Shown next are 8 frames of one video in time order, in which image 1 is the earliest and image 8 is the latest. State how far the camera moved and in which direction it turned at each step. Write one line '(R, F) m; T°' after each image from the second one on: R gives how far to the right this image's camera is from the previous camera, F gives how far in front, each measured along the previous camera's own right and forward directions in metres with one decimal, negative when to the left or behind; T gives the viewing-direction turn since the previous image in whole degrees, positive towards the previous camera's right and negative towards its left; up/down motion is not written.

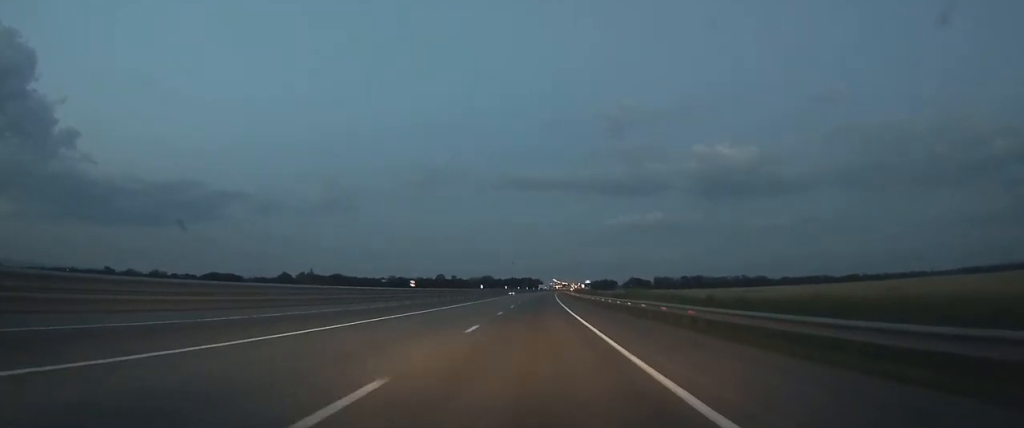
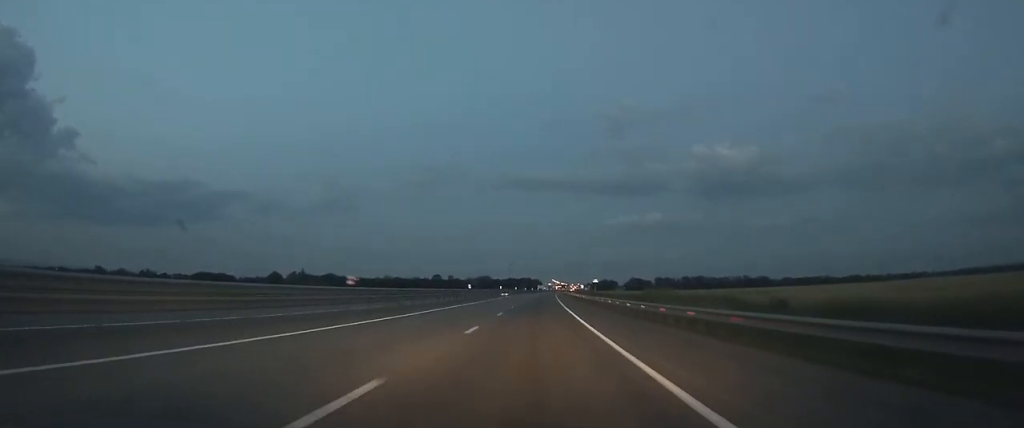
(0.0, +12.0) m; 0°
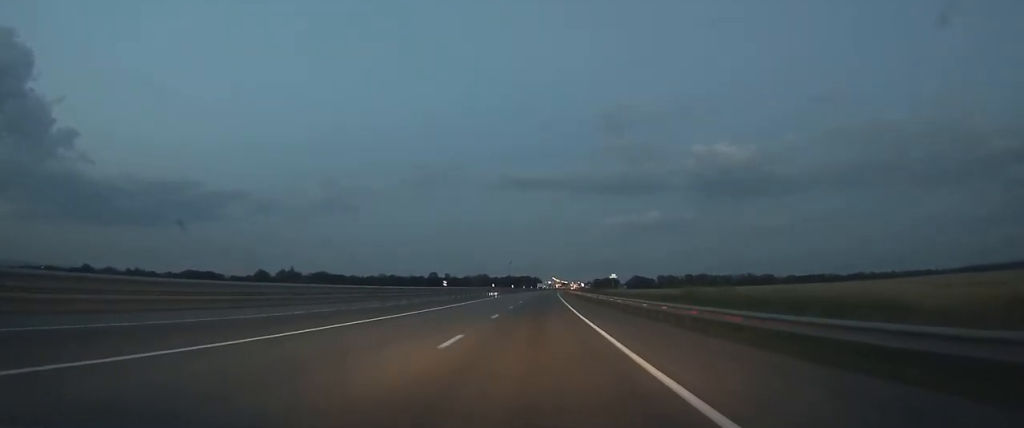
(0.0, +16.3) m; 0°
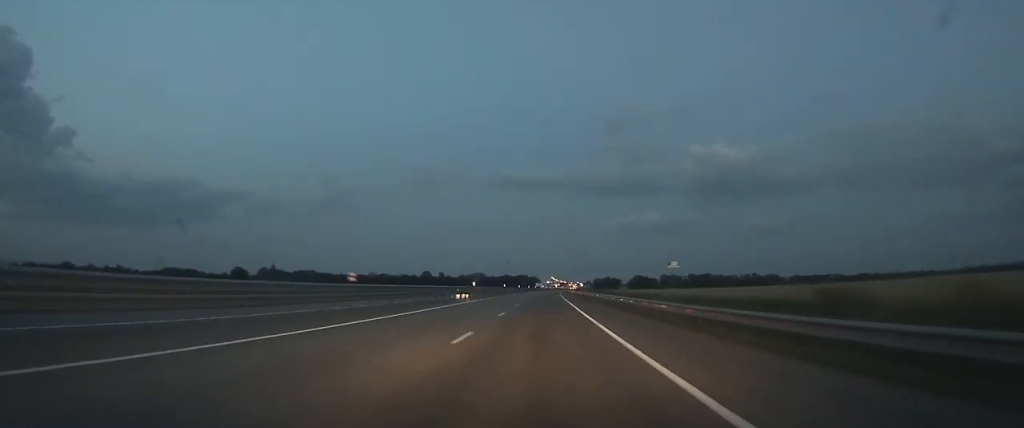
(+0.1, +23.2) m; 0°
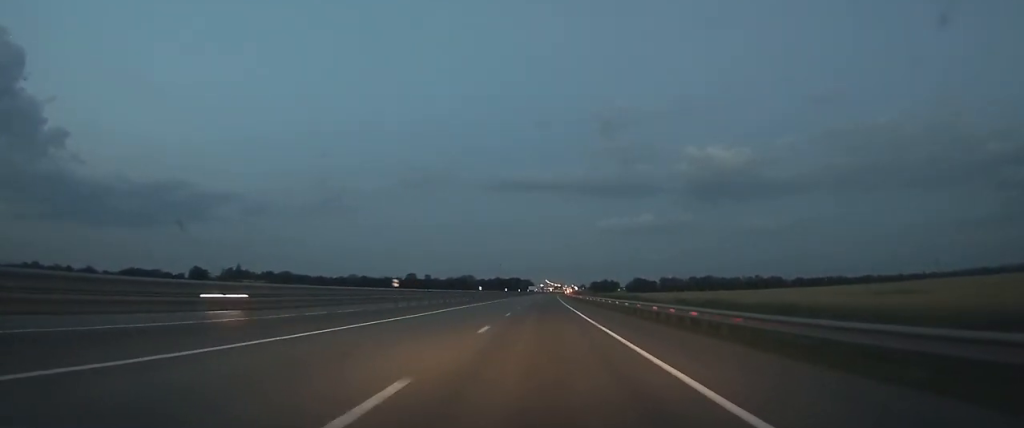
(-0.1, +32.0) m; 0°
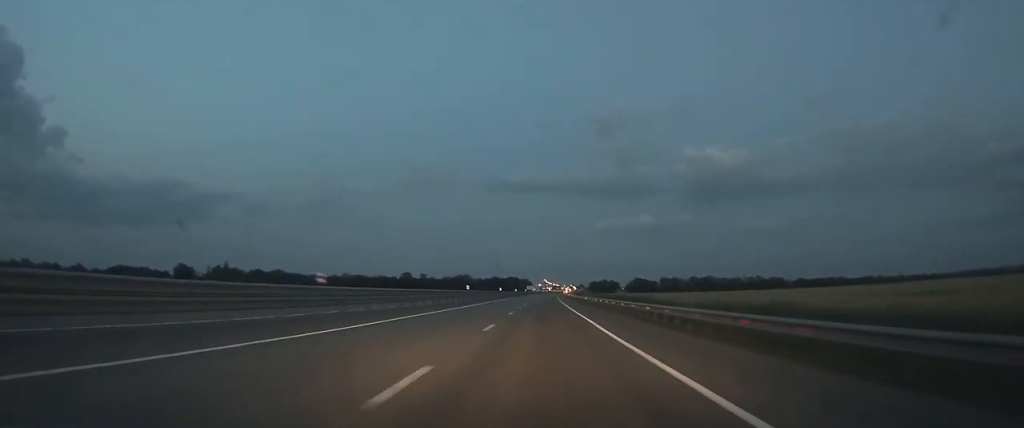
(0.0, +10.4) m; 0°
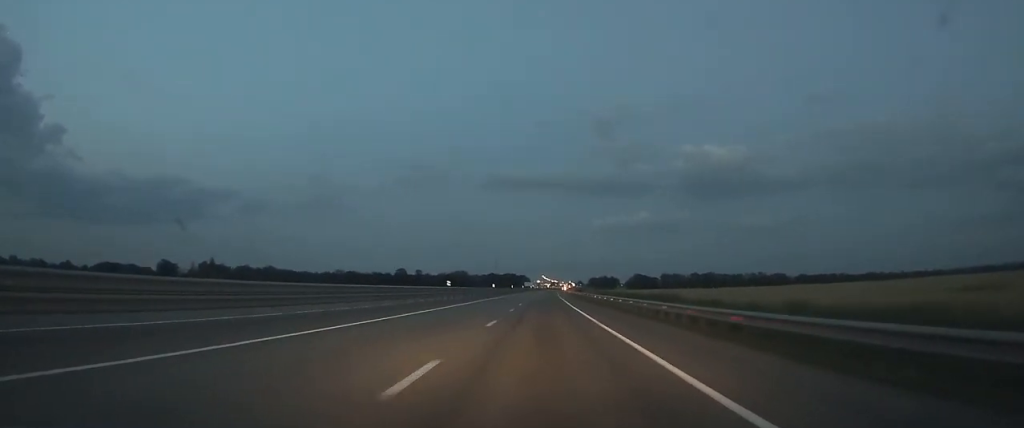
(0.0, +11.3) m; 0°
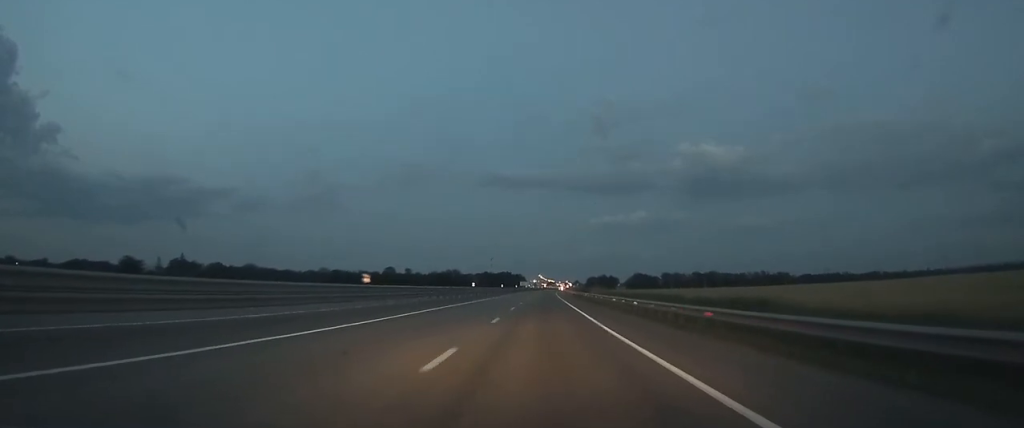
(+0.2, +21.8) m; +1°
